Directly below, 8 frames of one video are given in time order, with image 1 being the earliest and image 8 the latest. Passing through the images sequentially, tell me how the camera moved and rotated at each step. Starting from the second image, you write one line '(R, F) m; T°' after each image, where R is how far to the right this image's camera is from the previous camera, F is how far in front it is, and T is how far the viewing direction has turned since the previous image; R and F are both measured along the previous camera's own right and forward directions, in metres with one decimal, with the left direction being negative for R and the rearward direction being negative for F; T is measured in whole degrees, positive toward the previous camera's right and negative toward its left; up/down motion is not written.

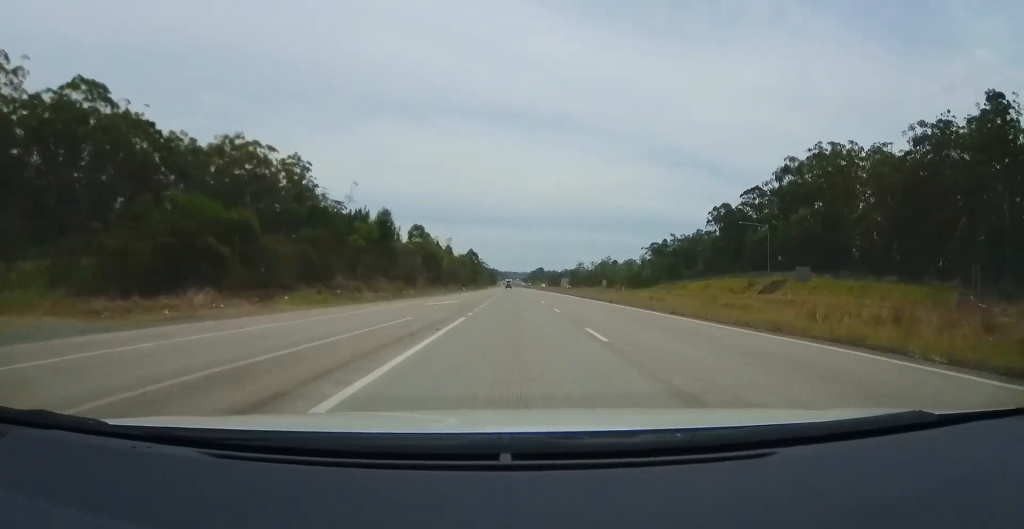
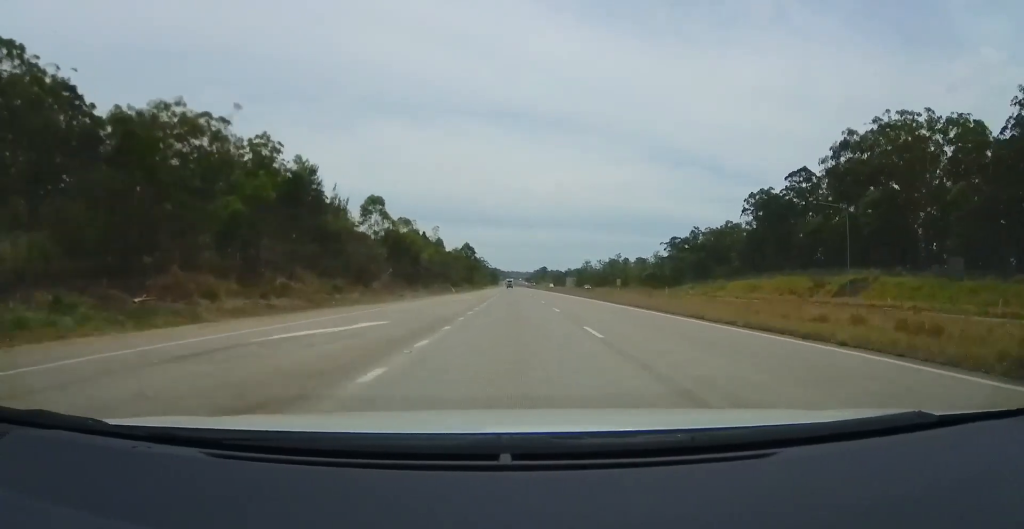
(-0.1, +23.4) m; 0°
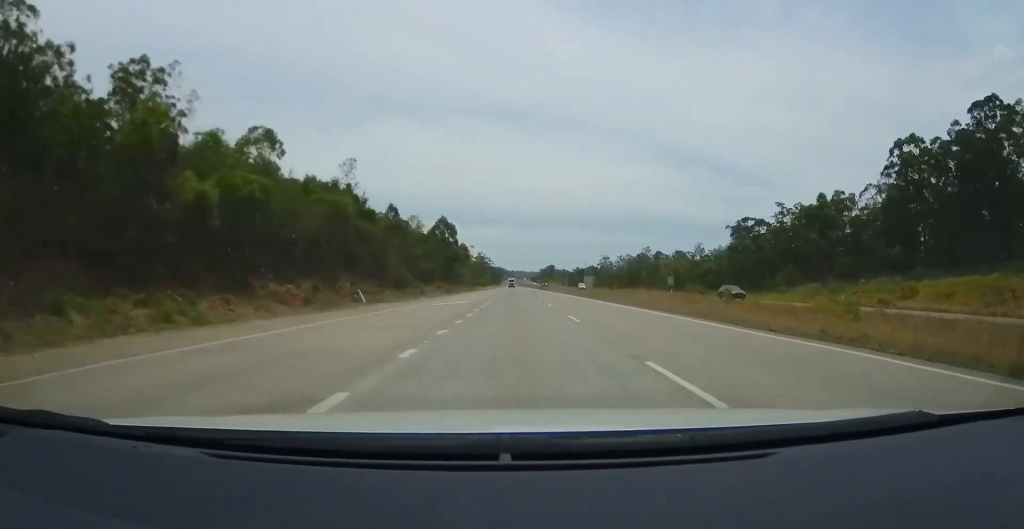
(+0.3, +55.3) m; +1°
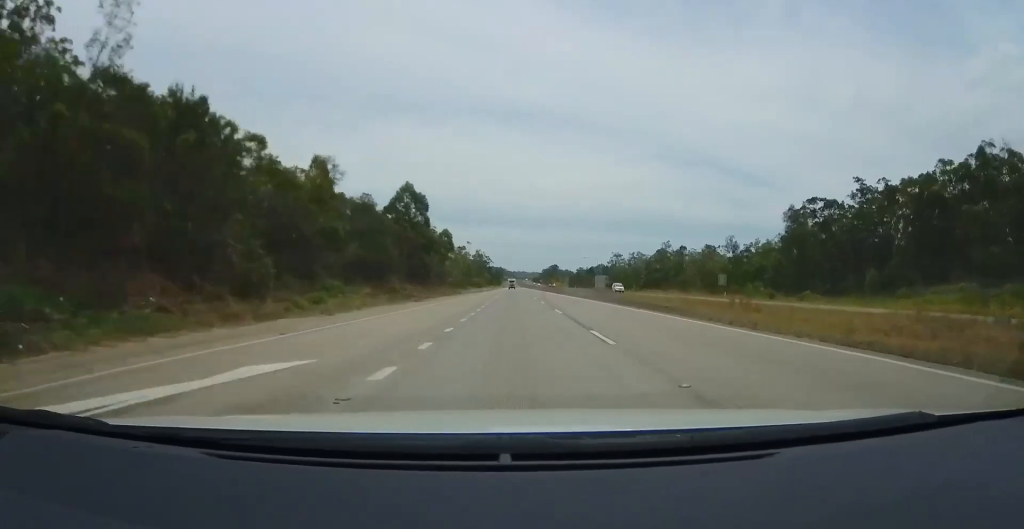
(-0.1, +30.5) m; -1°
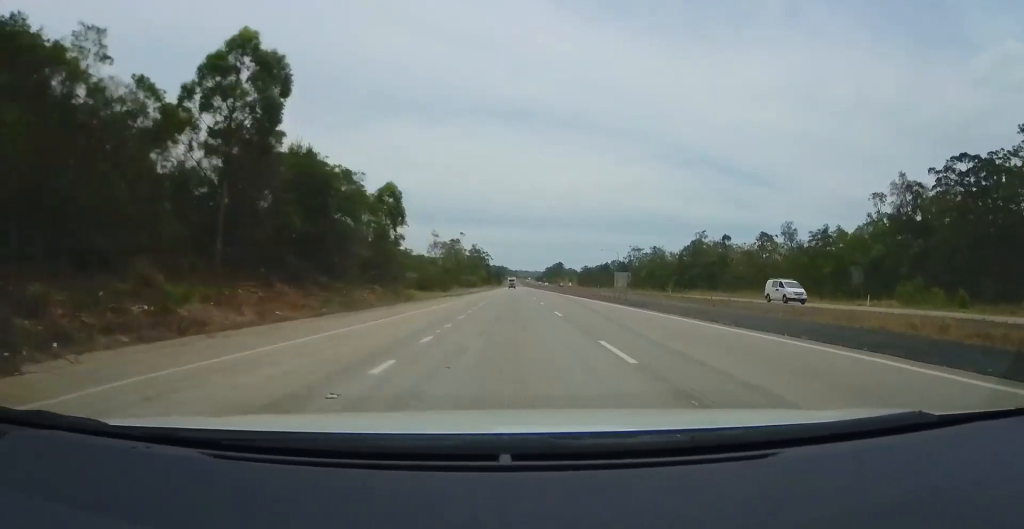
(-0.5, +38.9) m; -1°
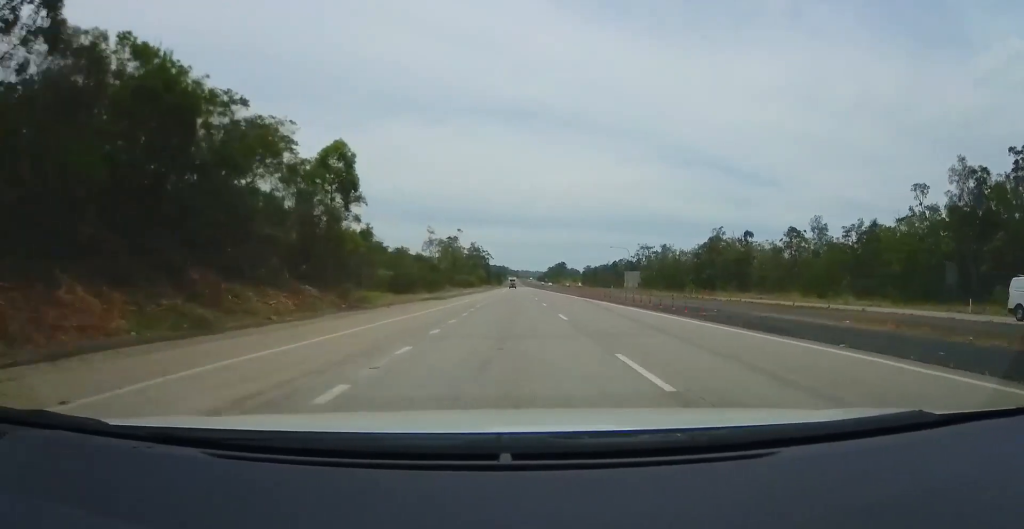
(+0.1, +14.6) m; 0°
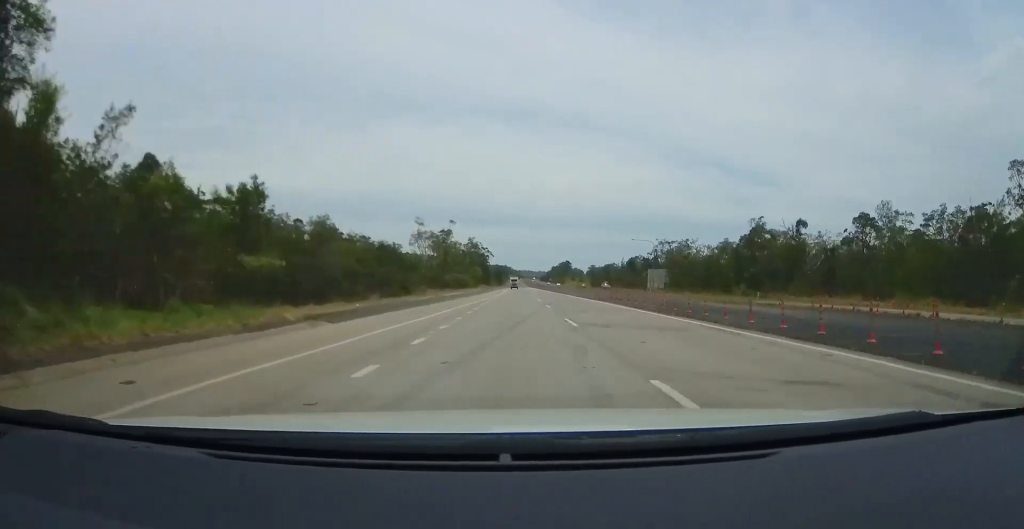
(-0.3, +25.5) m; 0°
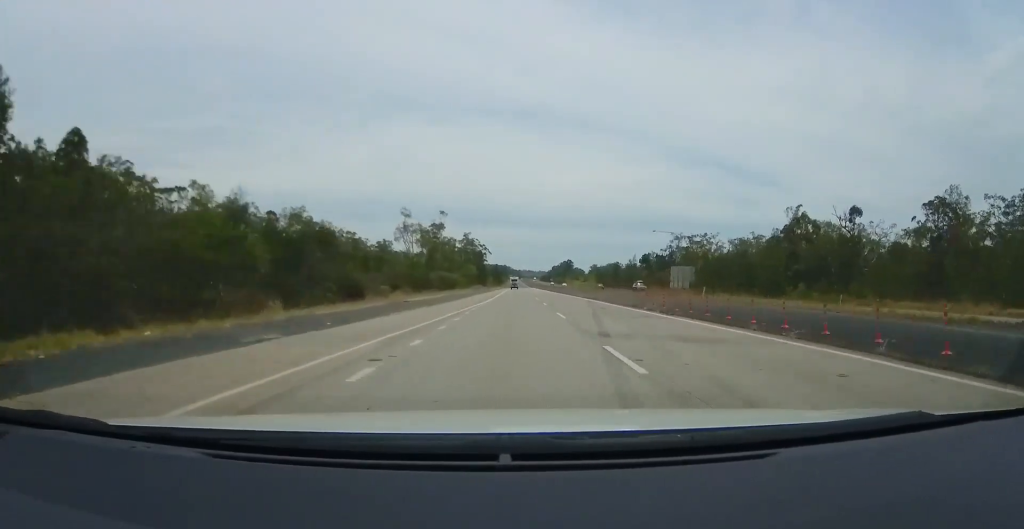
(+0.1, +20.7) m; 0°
